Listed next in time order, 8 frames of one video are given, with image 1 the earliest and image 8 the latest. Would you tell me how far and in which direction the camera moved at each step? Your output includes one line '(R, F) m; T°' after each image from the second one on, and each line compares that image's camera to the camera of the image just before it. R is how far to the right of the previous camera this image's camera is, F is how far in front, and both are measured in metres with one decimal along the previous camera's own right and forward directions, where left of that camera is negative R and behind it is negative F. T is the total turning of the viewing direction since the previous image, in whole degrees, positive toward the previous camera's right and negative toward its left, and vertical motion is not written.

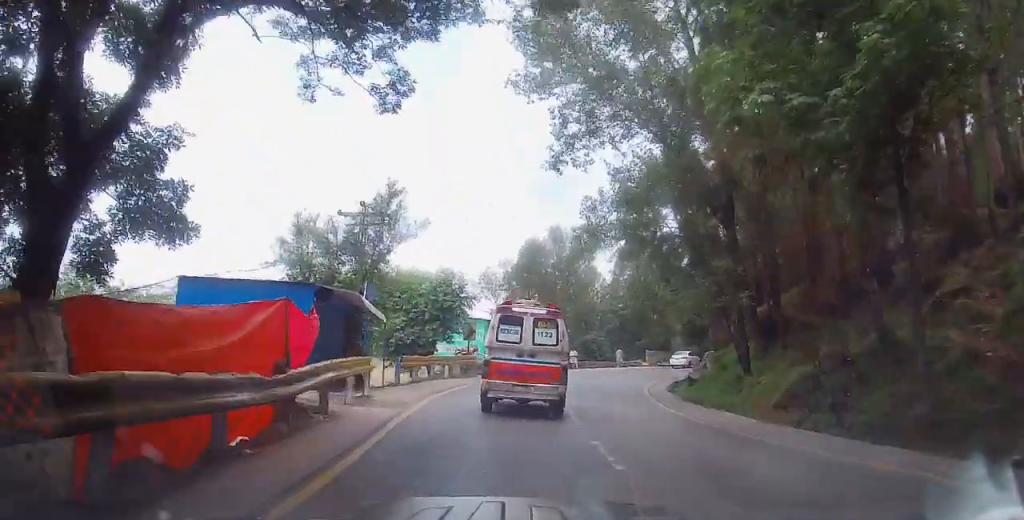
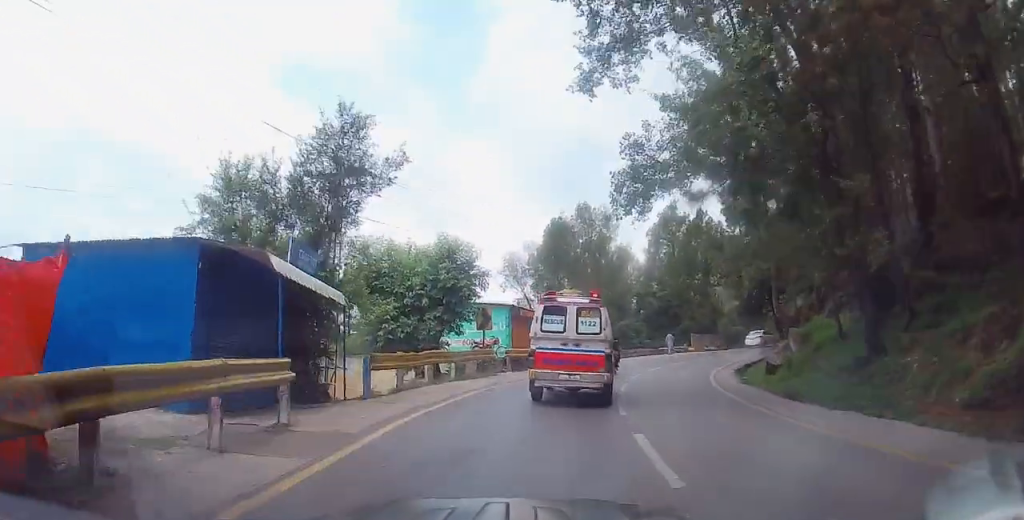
(-0.3, +6.6) m; -2°
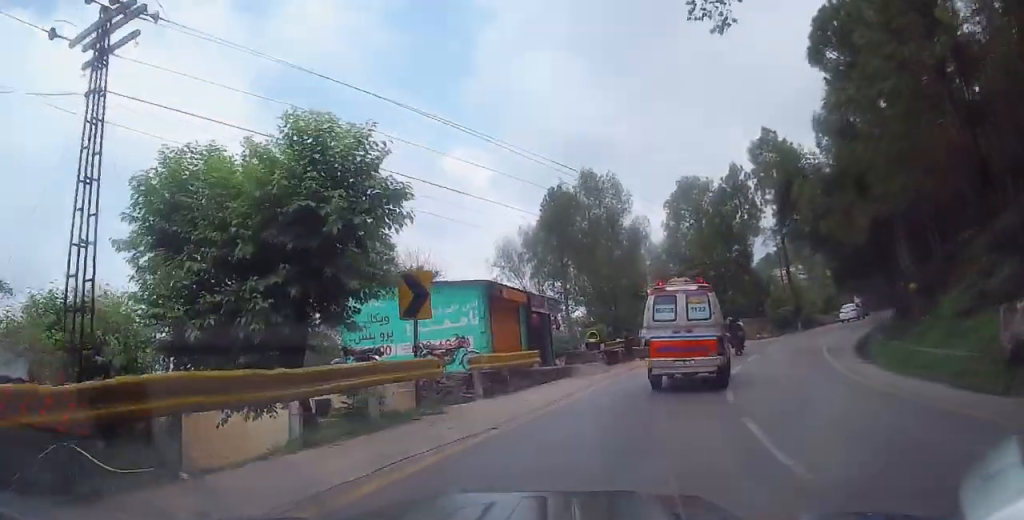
(0.0, +12.7) m; +6°
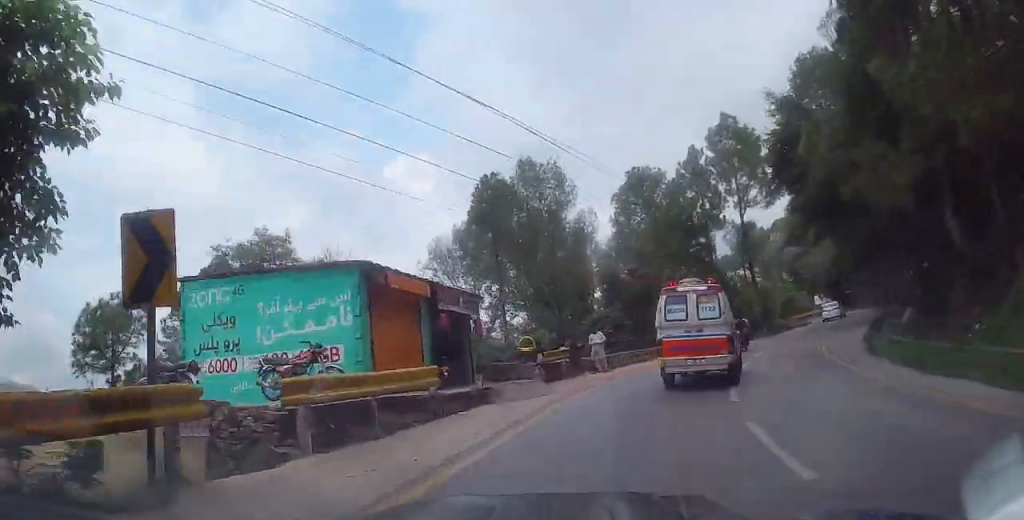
(+0.6, +6.4) m; +6°
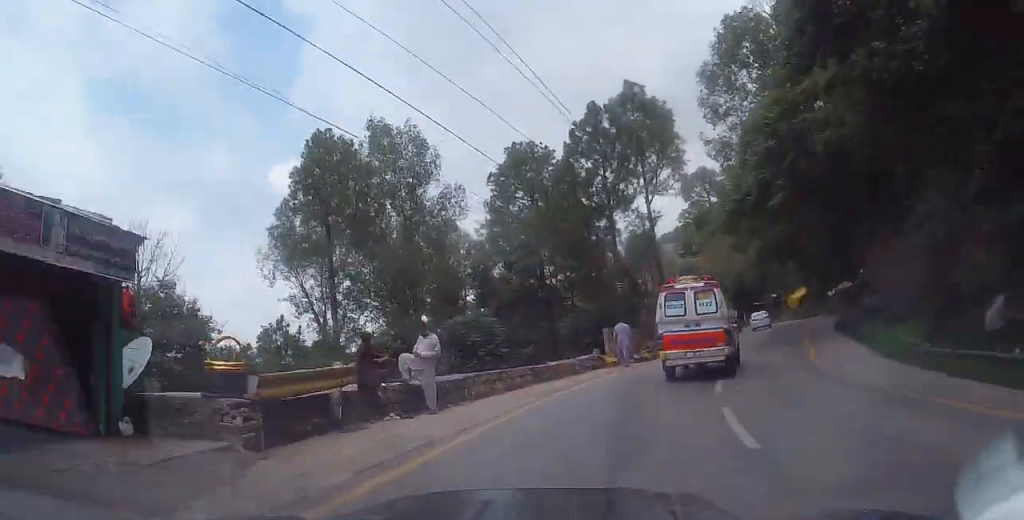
(+0.7, +10.8) m; +9°
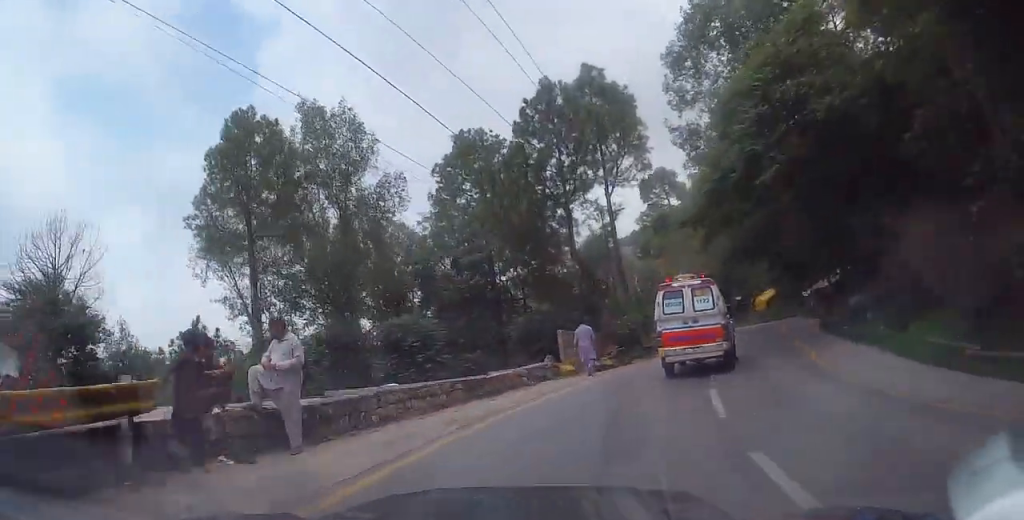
(+0.3, +4.0) m; +3°
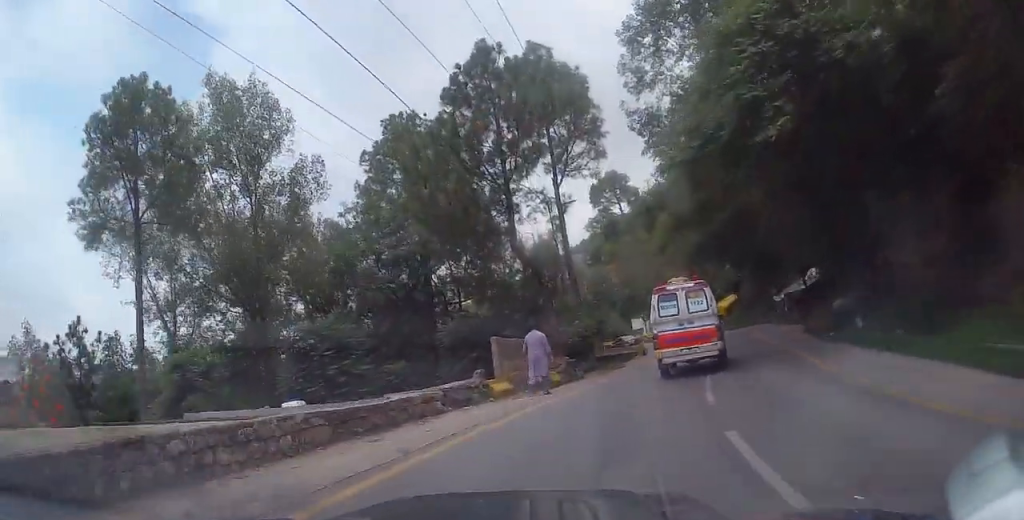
(+0.2, +4.9) m; +3°
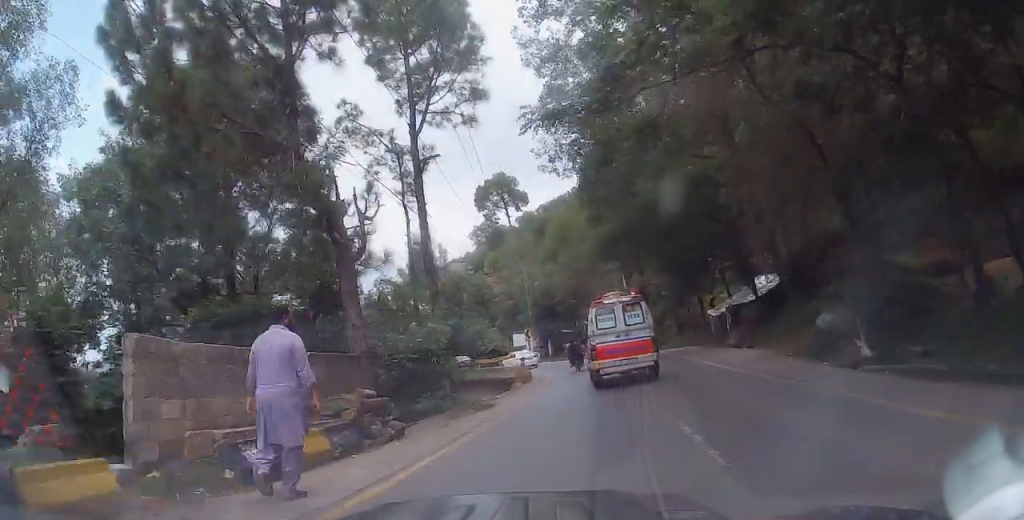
(+0.7, +11.3) m; +9°
